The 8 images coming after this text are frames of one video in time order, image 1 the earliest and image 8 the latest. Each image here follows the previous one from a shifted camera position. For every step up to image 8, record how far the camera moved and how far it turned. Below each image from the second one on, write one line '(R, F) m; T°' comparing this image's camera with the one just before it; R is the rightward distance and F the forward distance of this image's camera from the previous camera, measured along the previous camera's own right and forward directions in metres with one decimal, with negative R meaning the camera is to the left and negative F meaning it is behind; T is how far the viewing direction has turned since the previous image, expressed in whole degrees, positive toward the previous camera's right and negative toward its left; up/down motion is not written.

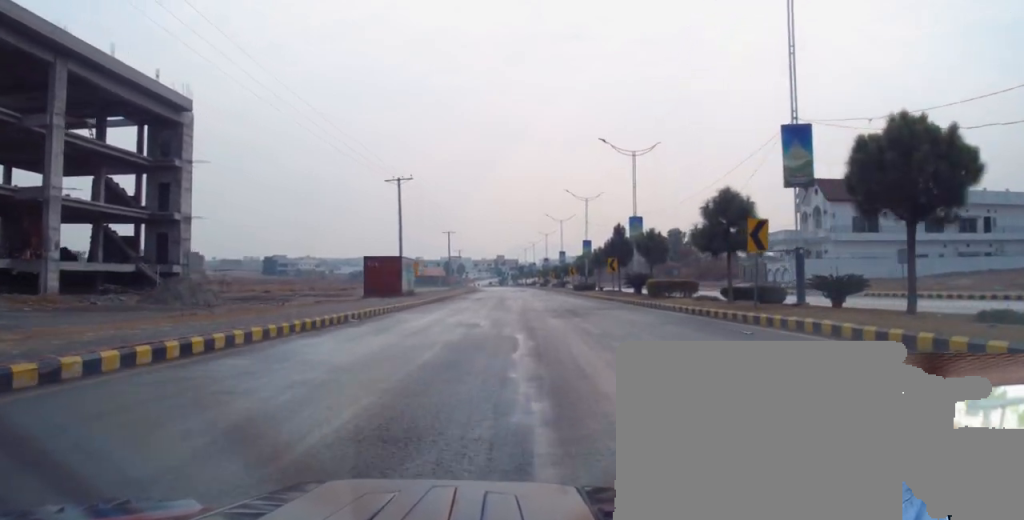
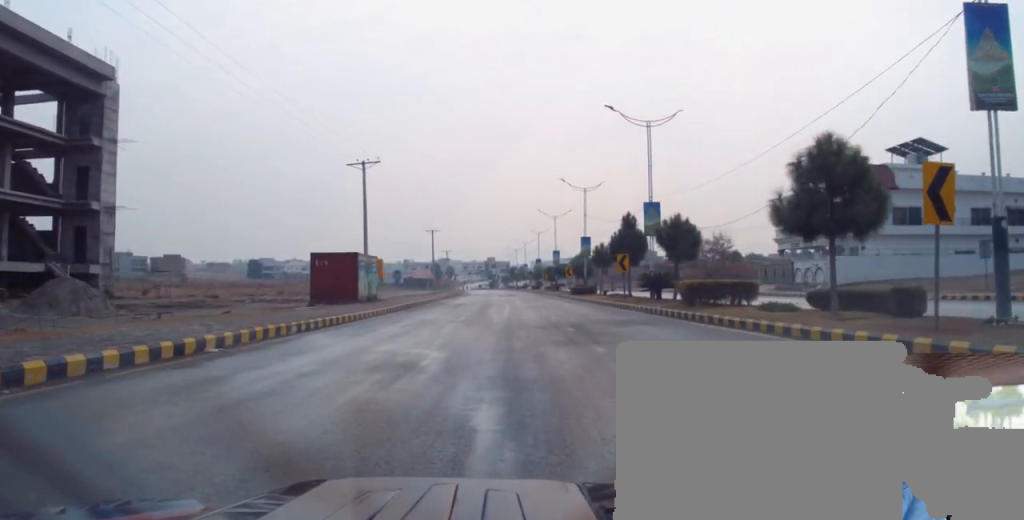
(+0.2, +10.1) m; +3°
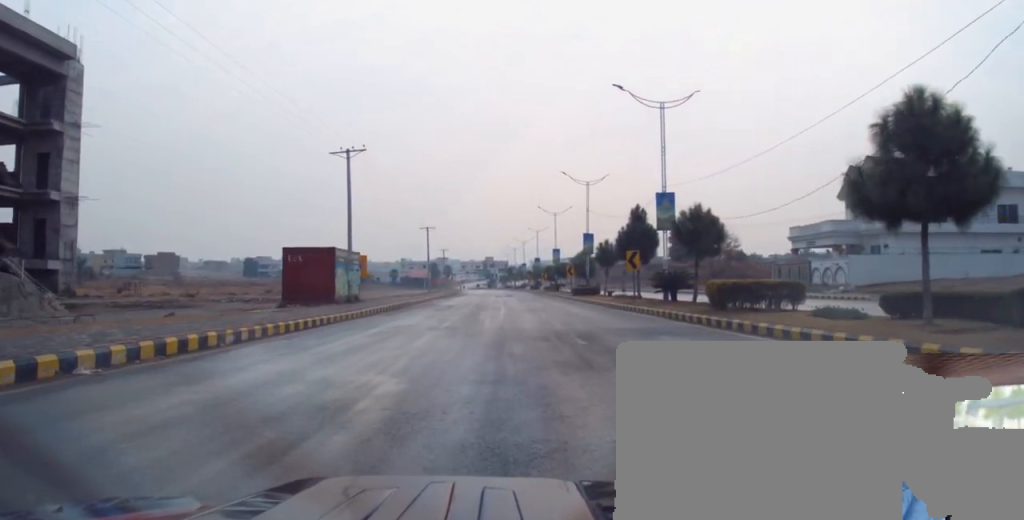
(0.0, +4.3) m; 0°
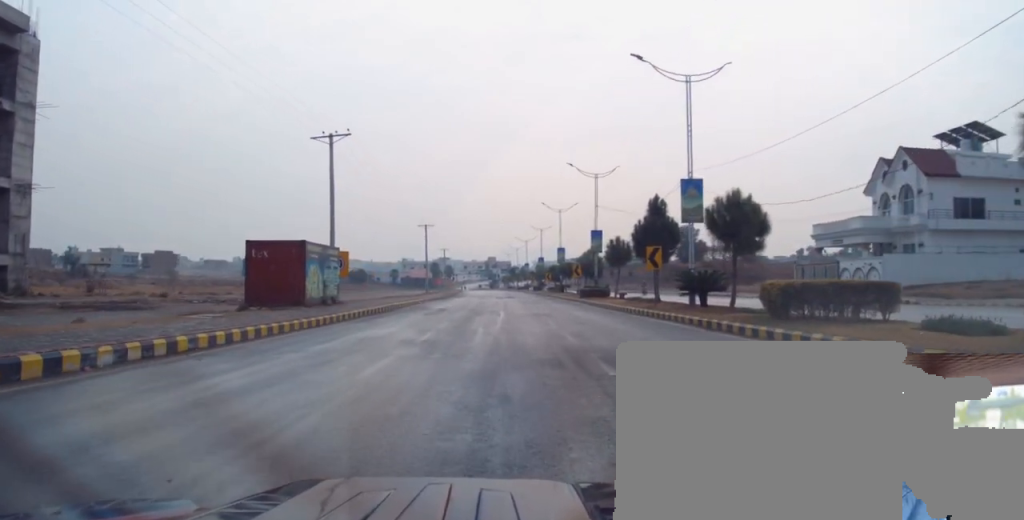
(0.0, +5.2) m; -1°
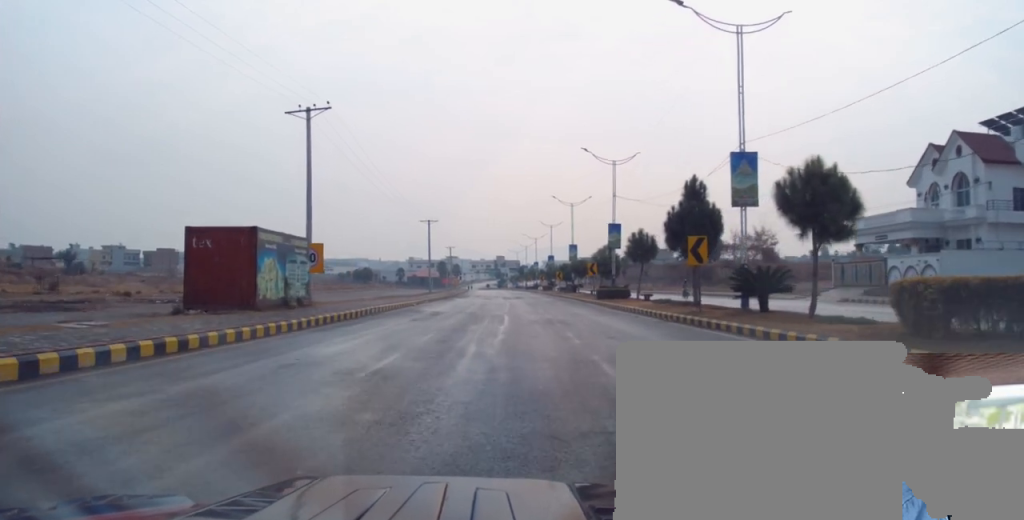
(+0.1, +6.4) m; -3°
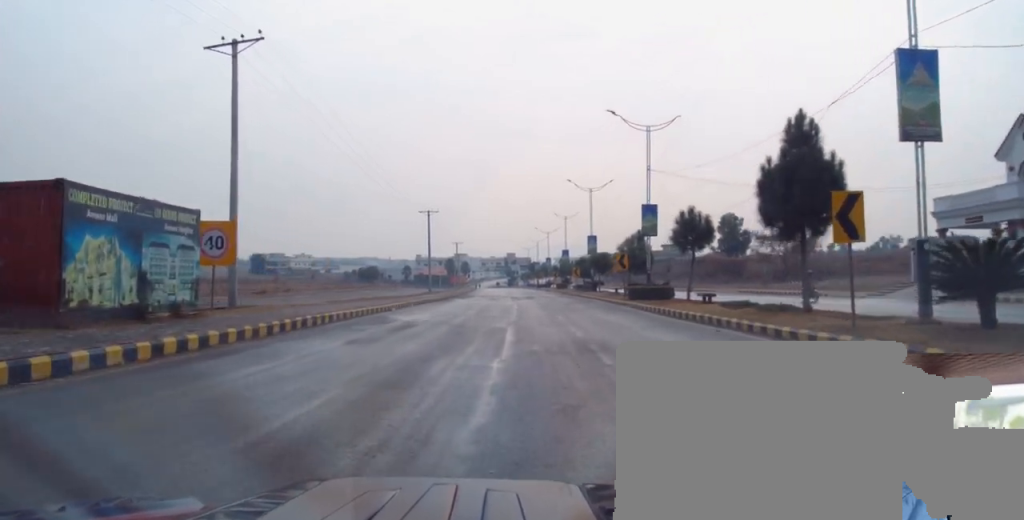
(-0.1, +10.7) m; +2°
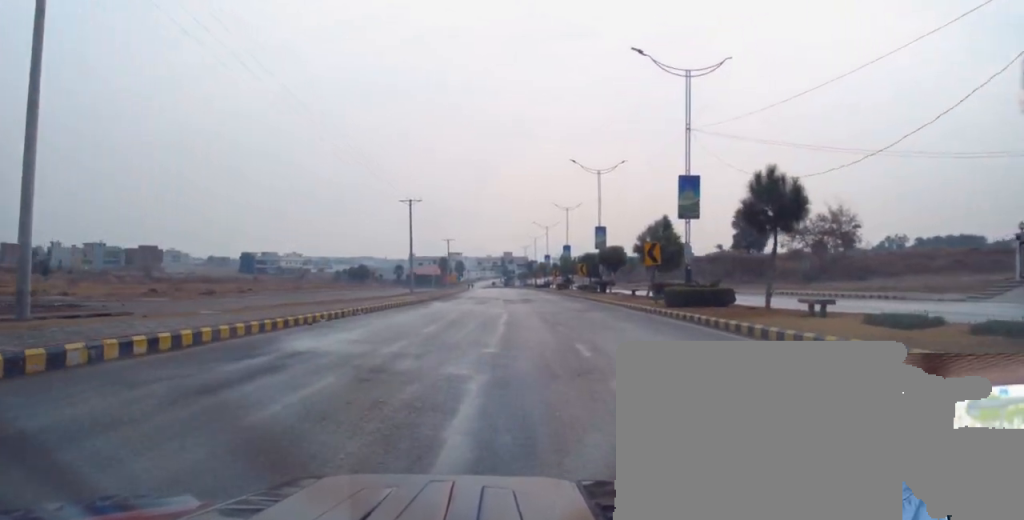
(-0.2, +11.1) m; -2°
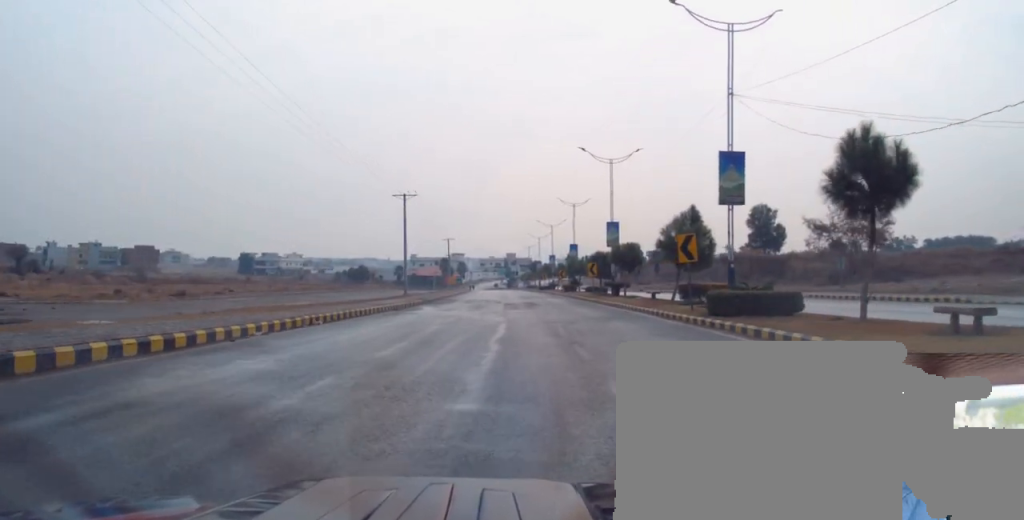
(+0.3, +6.1) m; +2°
